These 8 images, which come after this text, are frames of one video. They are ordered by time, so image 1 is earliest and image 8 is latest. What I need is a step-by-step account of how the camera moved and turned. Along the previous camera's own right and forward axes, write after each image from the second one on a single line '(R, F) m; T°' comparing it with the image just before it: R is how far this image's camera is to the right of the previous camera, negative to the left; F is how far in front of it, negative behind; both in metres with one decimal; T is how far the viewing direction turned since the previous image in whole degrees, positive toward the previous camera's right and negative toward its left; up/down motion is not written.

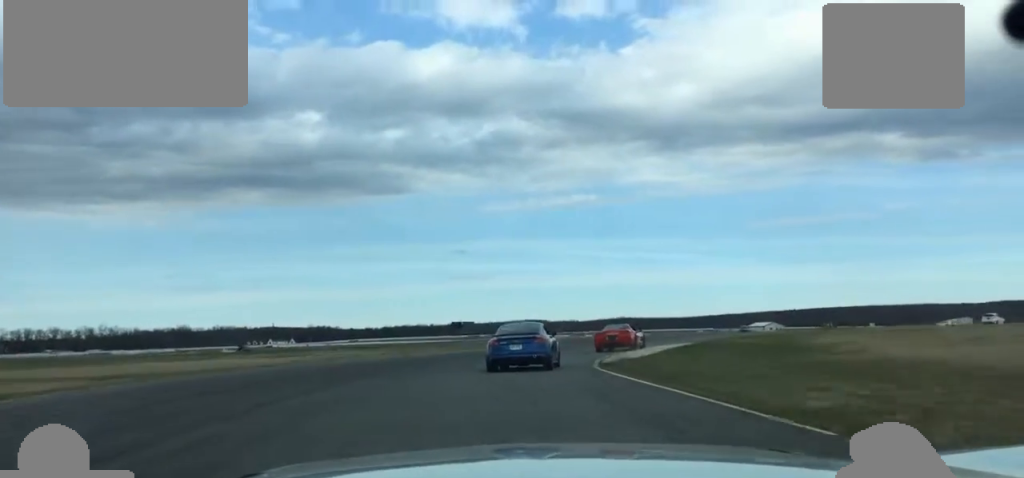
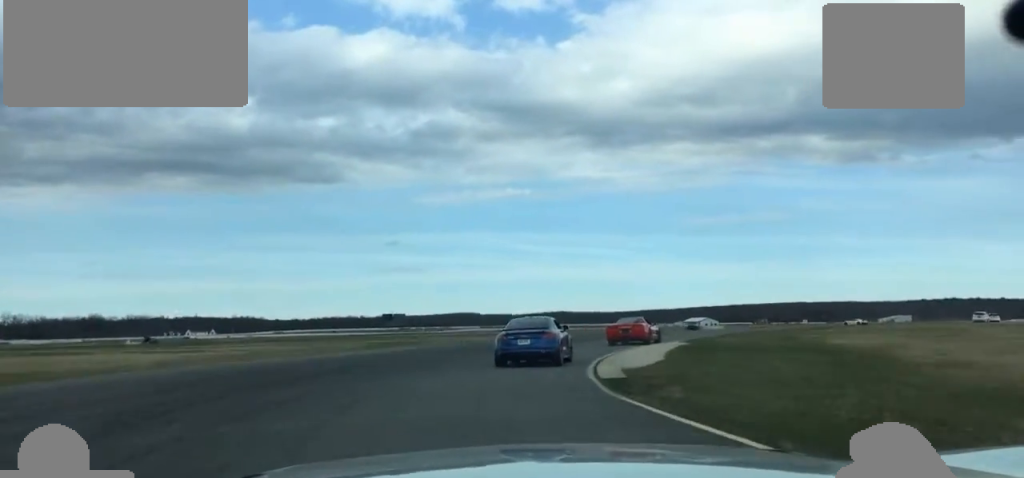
(+0.1, +10.5) m; +4°
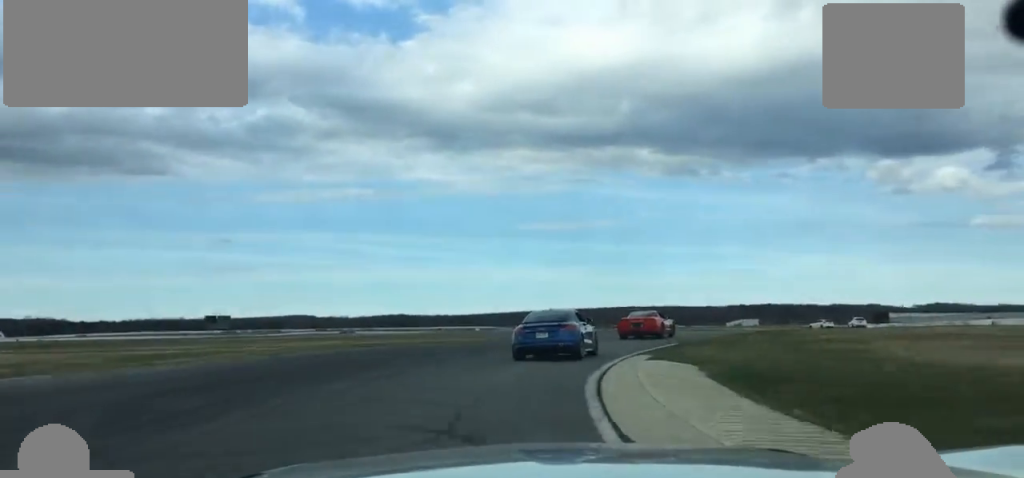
(+1.1, +19.8) m; +10°
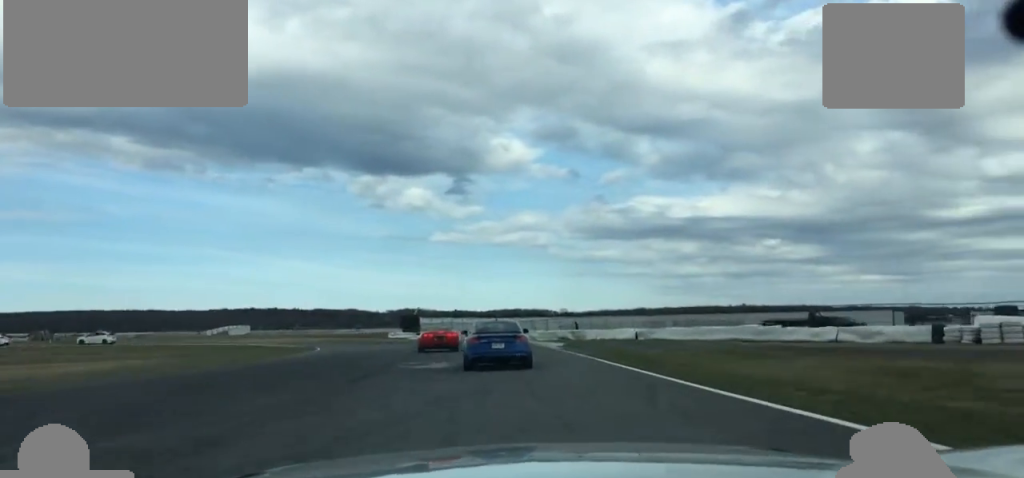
(+15.8, +54.6) m; +28°
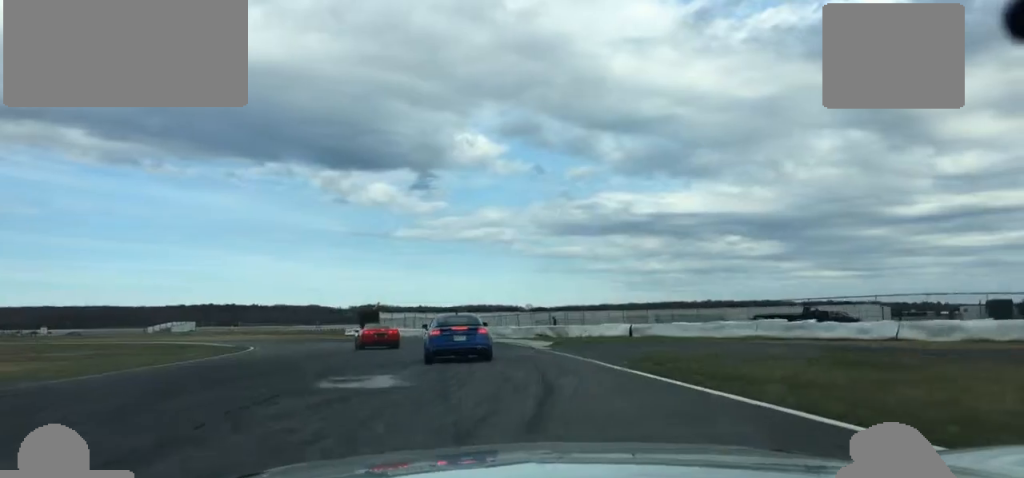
(+0.6, +9.8) m; +2°
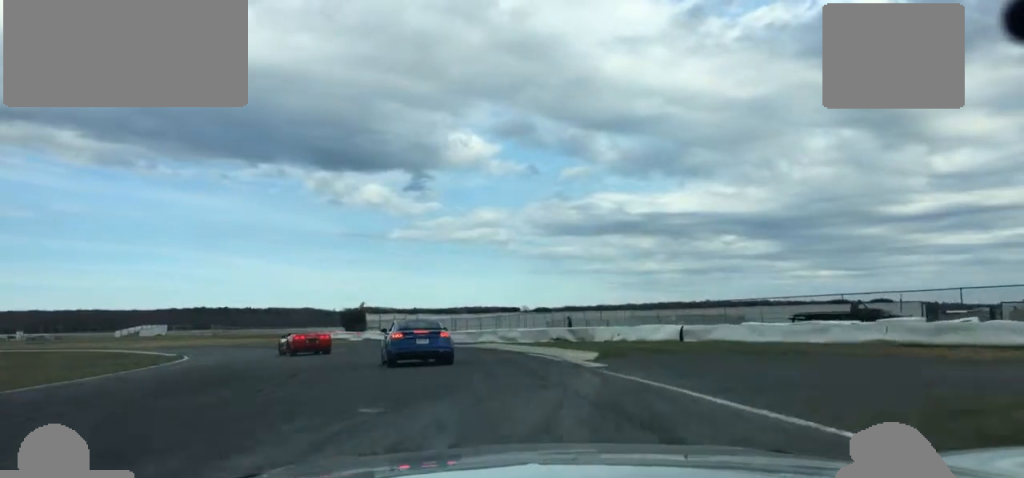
(+0.3, +13.0) m; +2°
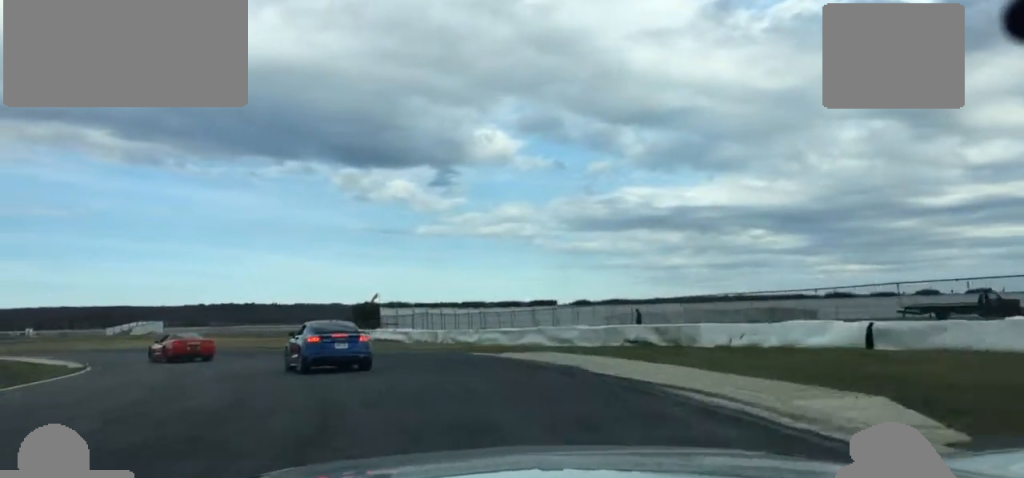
(+0.4, +15.7) m; -5°
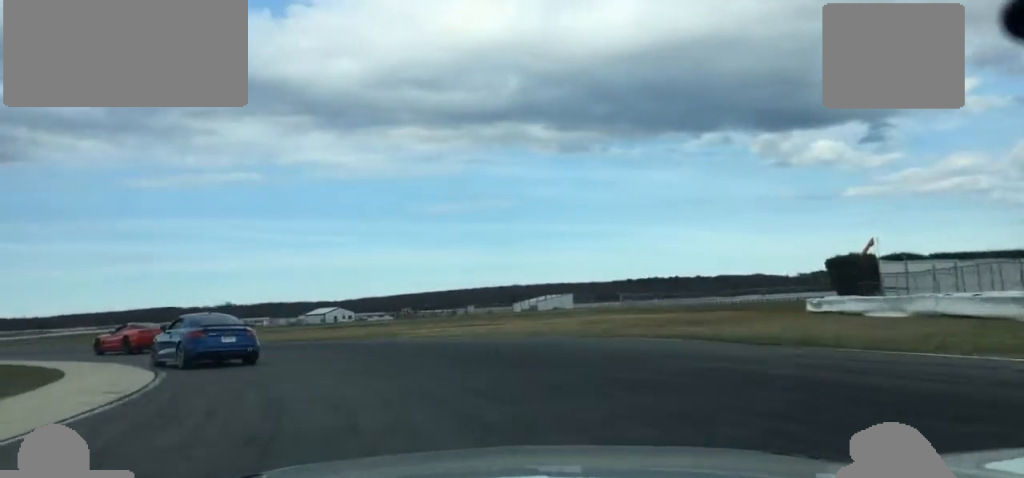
(-6.4, +34.5) m; -25°
